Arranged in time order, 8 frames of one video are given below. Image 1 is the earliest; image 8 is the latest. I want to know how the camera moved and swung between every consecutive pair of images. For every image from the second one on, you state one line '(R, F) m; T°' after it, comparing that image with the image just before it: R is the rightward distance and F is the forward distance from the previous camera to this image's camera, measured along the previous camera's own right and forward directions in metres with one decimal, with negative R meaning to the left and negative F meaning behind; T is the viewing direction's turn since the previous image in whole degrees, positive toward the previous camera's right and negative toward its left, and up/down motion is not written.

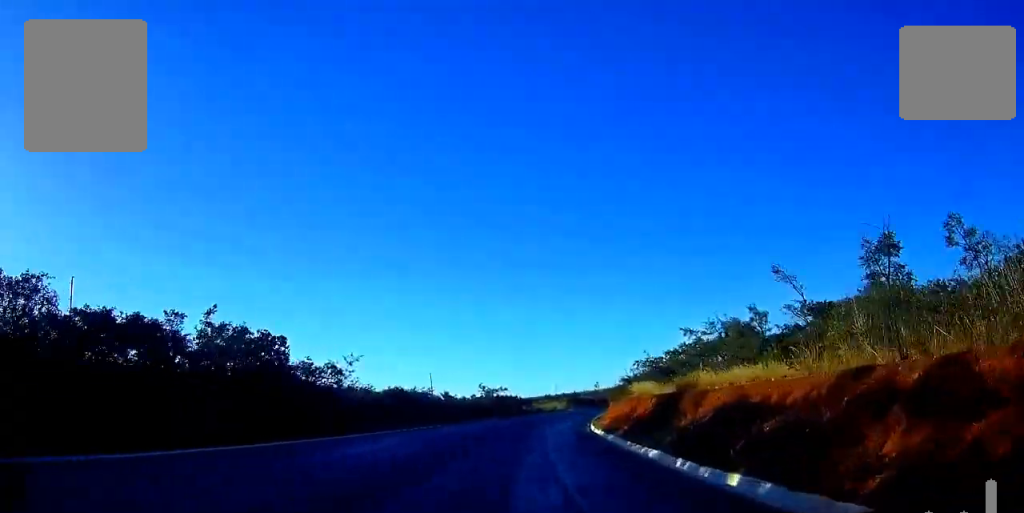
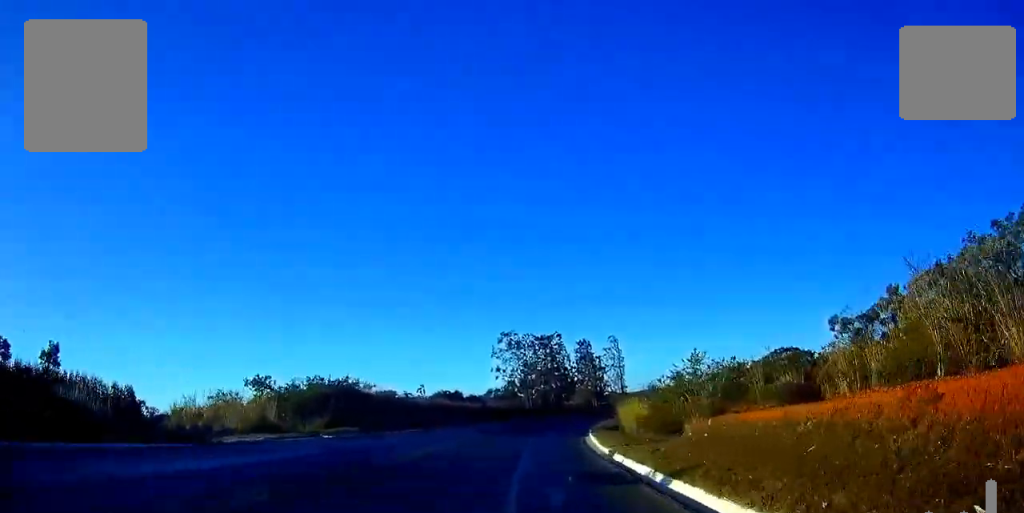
(+6.1, +118.7) m; +7°
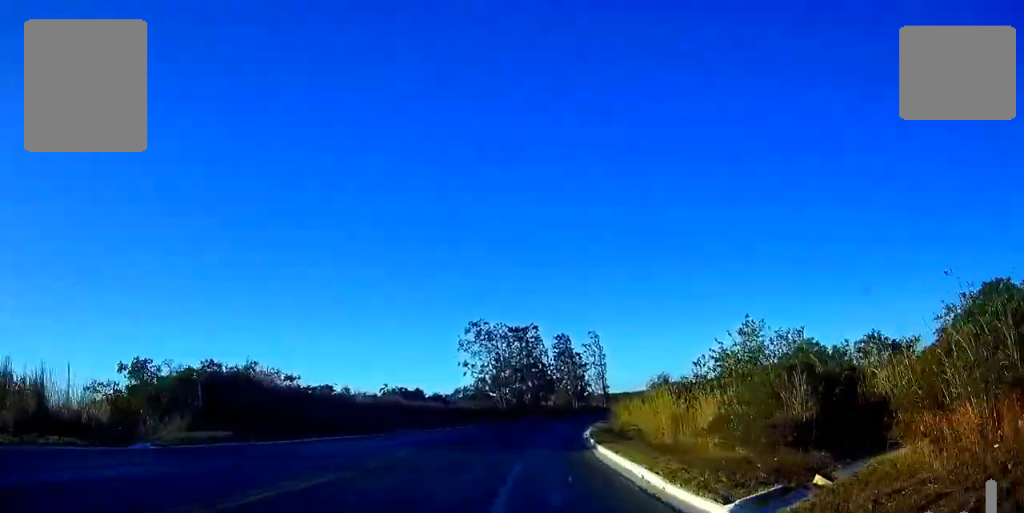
(-1.1, +15.7) m; +5°
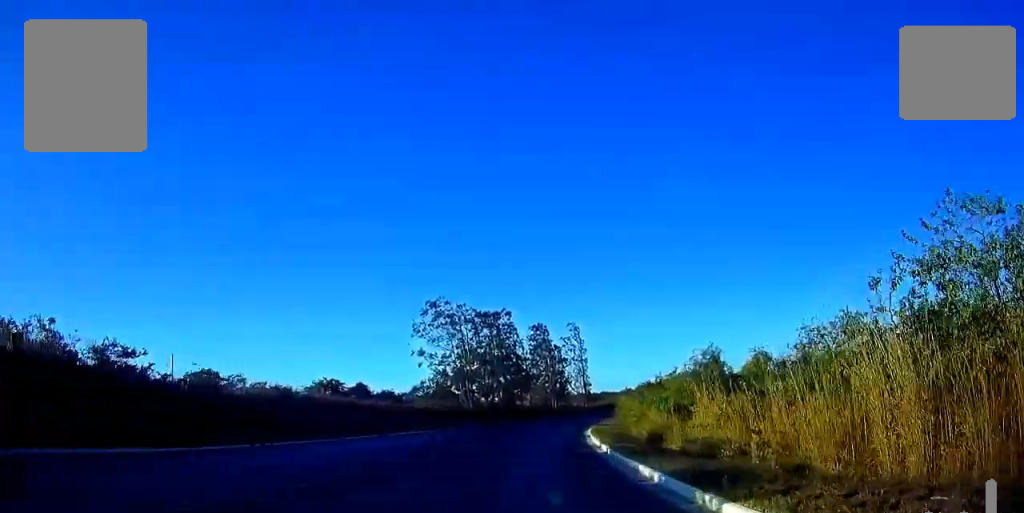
(+2.8, +18.6) m; +6°
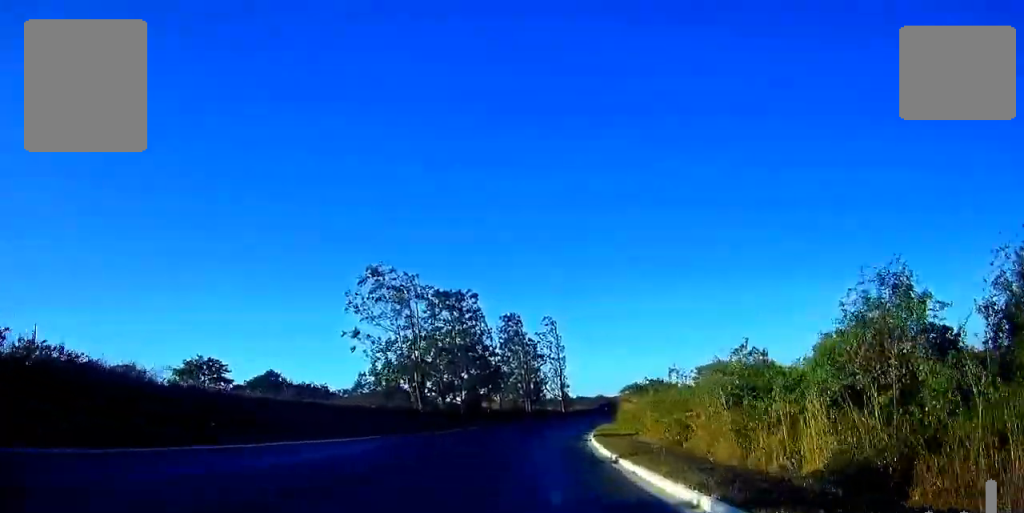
(+1.3, +18.9) m; +4°
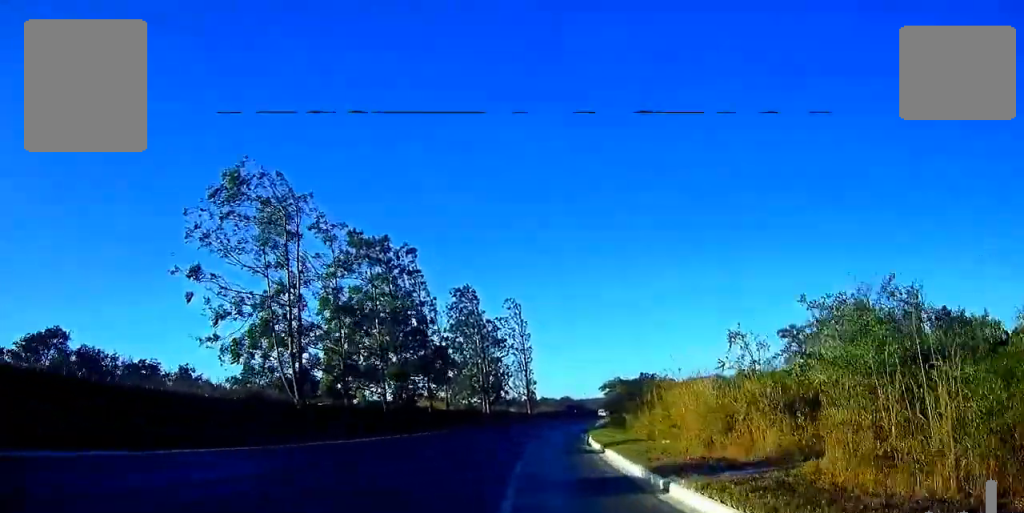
(0.0, +24.2) m; 0°
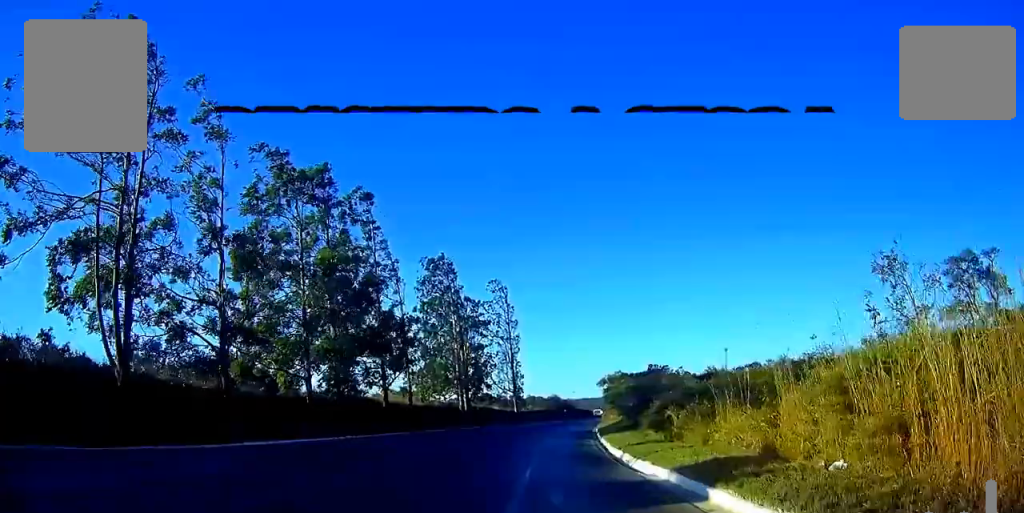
(0.0, +15.3) m; 0°
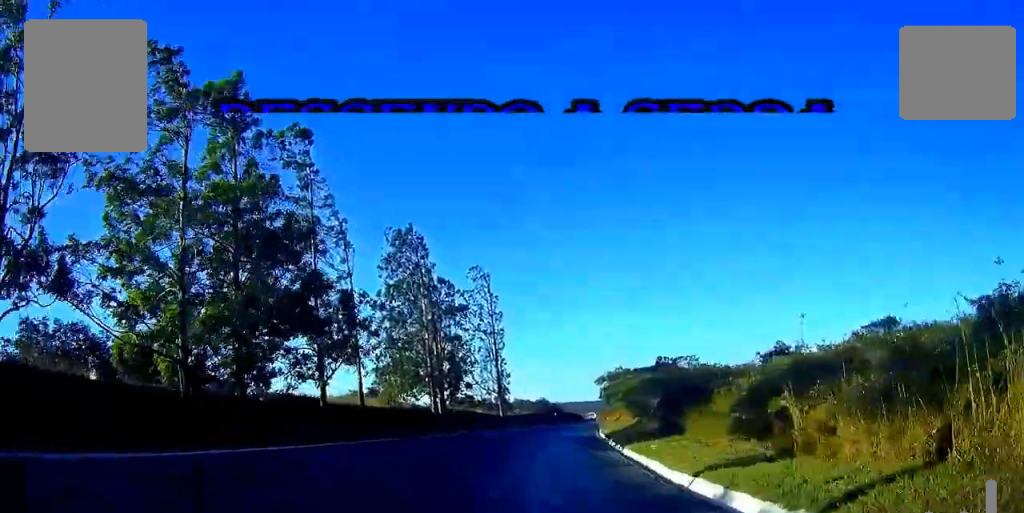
(0.0, +12.3) m; 0°
